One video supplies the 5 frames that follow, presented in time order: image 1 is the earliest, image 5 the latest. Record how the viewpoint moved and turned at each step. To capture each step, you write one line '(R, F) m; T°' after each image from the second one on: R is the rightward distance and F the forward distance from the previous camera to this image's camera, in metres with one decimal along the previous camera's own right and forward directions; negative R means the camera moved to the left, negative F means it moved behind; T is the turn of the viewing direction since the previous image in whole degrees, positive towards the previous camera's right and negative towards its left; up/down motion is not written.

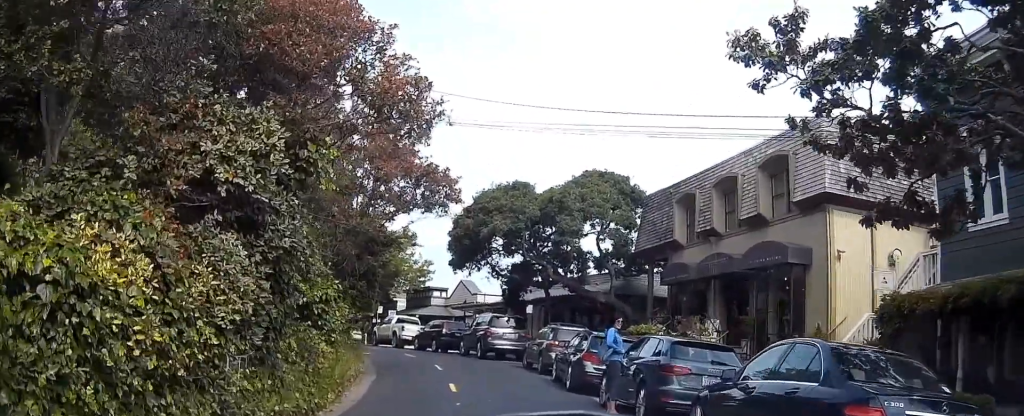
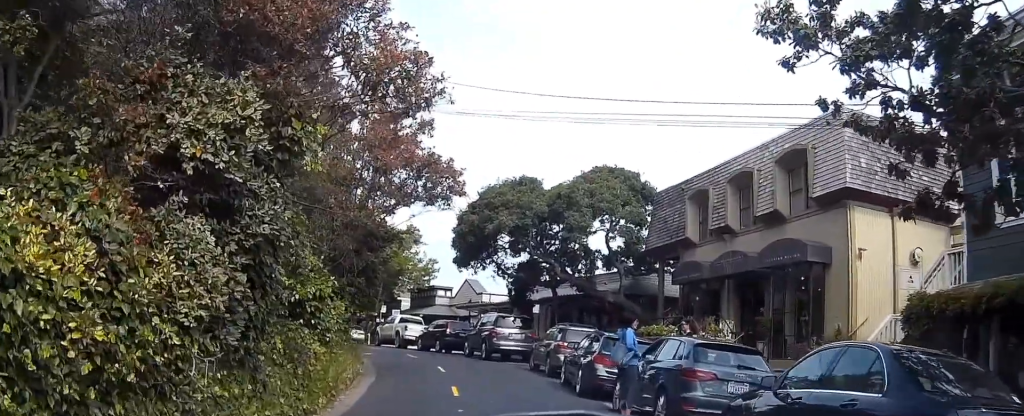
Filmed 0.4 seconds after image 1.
(-0.1, +1.0) m; -9°
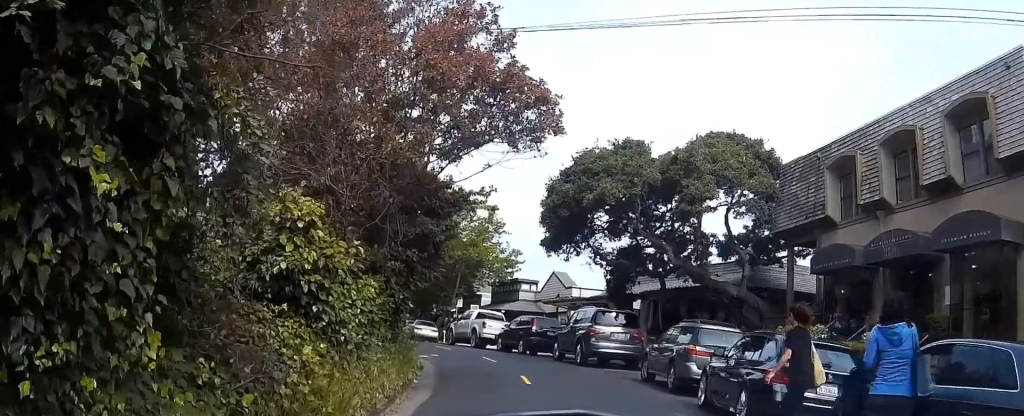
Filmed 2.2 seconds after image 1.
(-1.5, +5.3) m; -16°
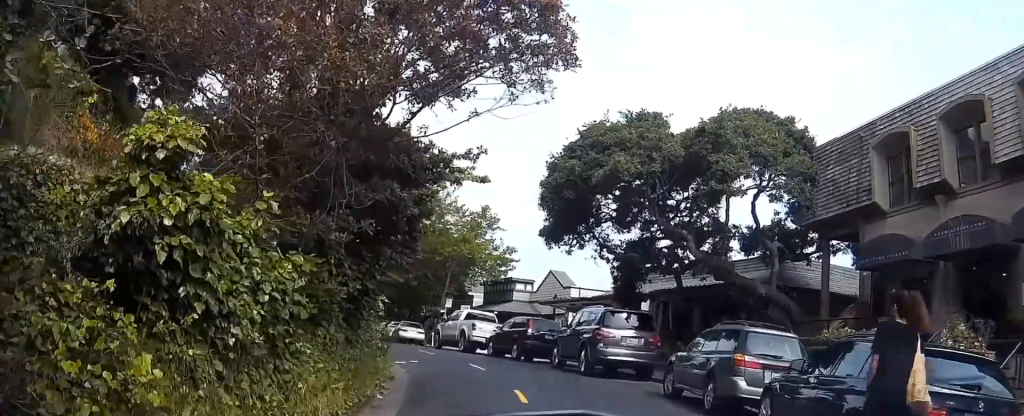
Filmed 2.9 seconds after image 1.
(+0.1, +3.1) m; +11°
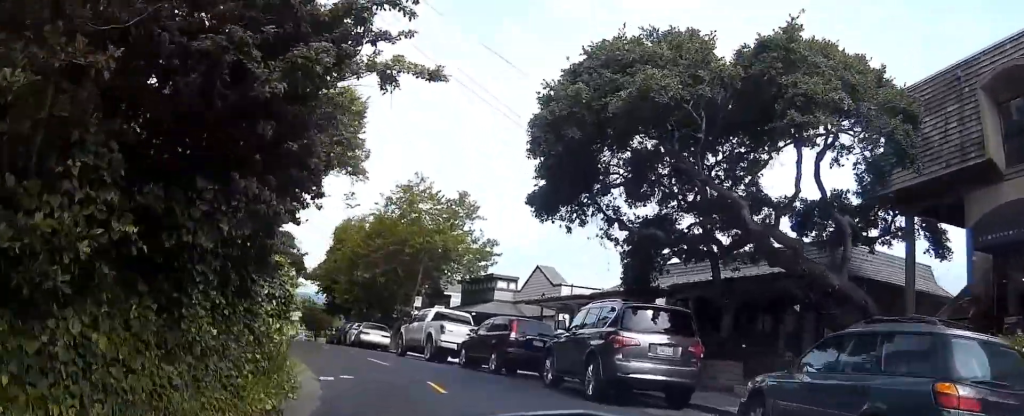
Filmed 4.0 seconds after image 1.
(+0.9, +5.7) m; +13°
